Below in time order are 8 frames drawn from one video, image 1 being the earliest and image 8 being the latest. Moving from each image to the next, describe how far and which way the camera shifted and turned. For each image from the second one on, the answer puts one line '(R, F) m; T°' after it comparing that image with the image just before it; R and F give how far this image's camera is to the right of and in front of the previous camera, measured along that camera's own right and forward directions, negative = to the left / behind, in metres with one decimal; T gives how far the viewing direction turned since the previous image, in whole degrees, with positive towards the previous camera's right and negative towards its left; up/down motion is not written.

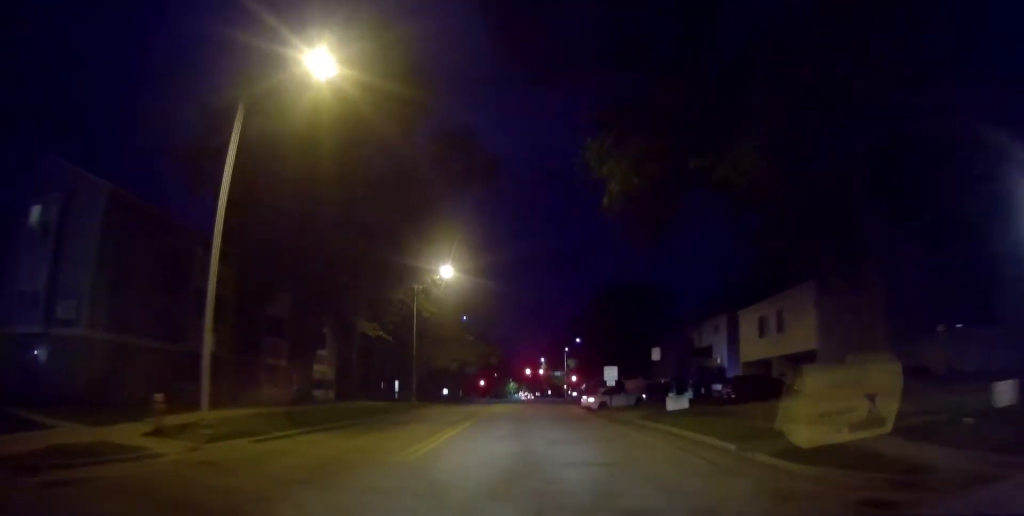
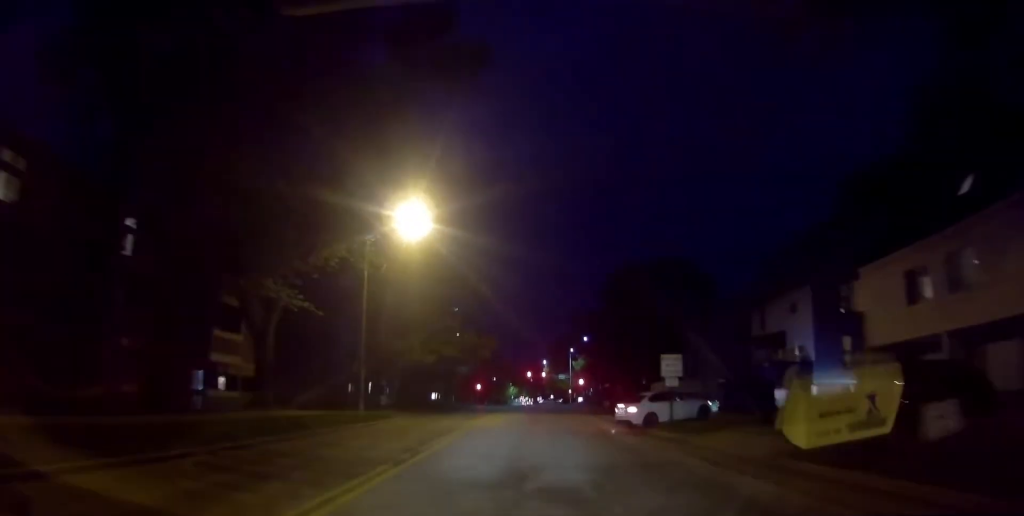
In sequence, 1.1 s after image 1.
(-0.2, +14.0) m; +1°
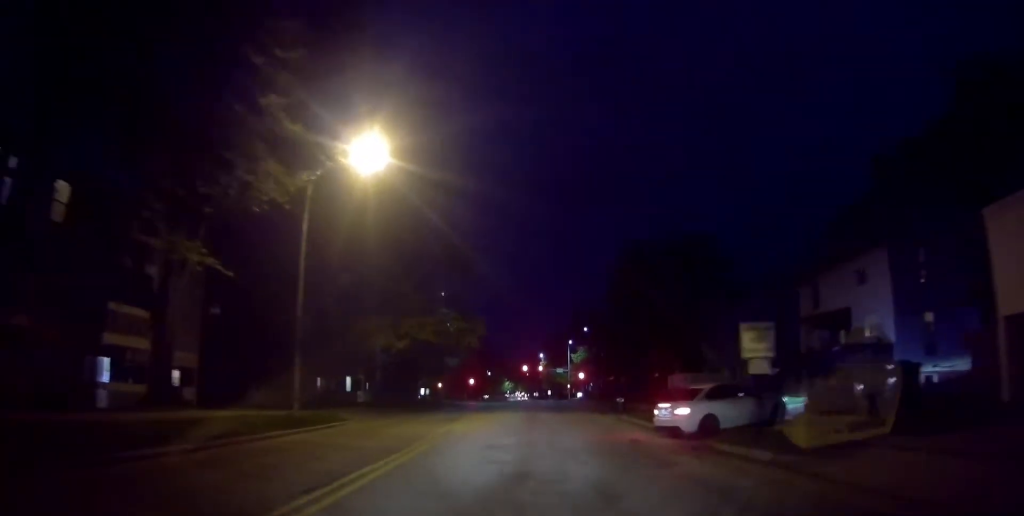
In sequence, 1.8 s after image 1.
(+0.2, +8.1) m; +1°
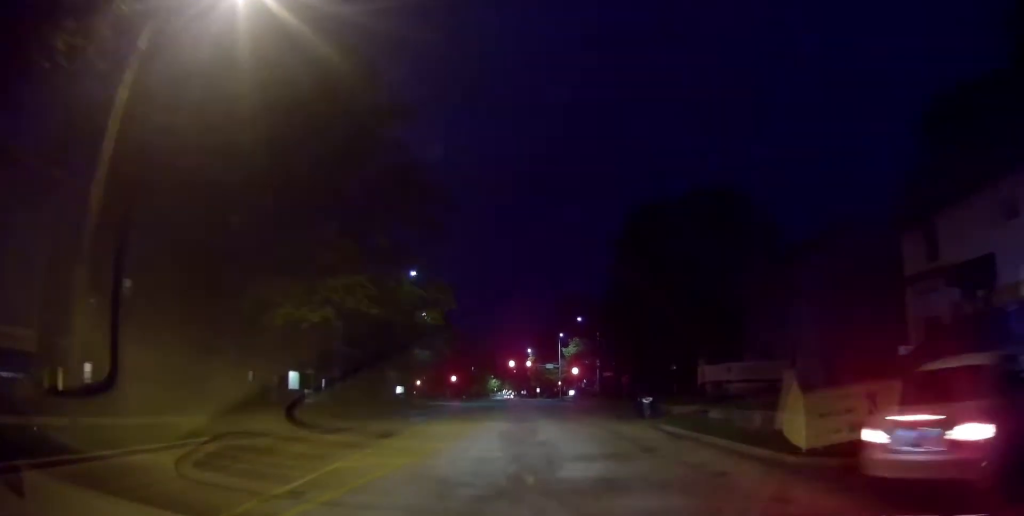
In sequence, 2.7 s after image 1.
(0.0, +11.1) m; 0°
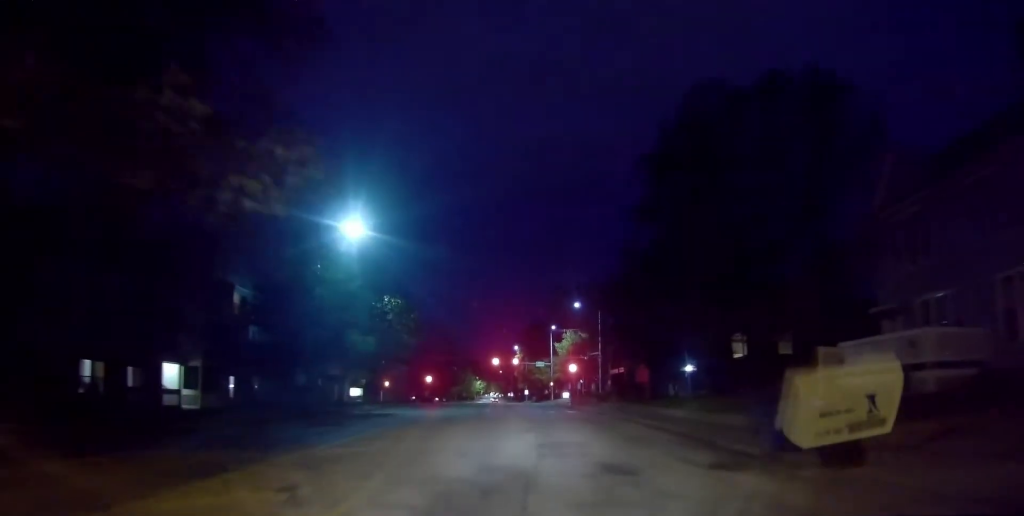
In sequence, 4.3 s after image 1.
(0.0, +17.4) m; 0°
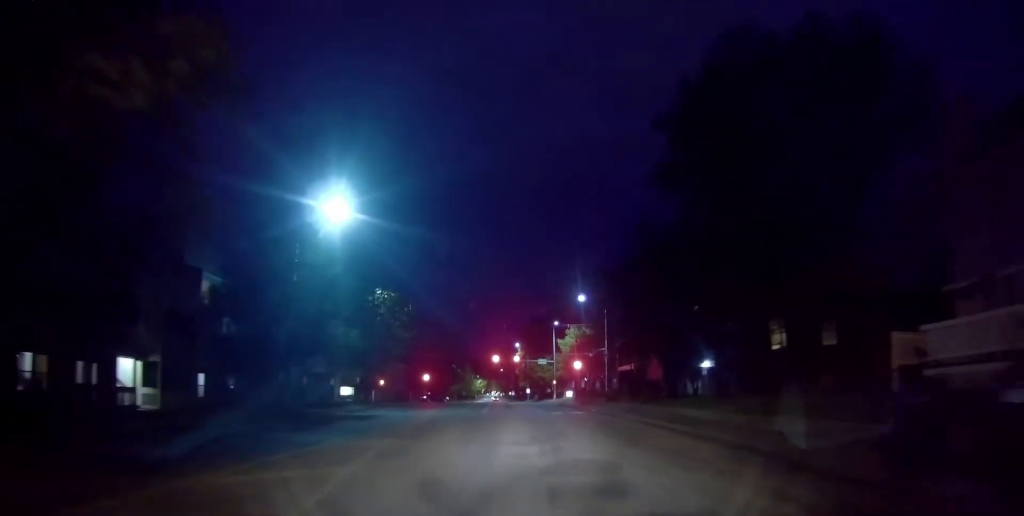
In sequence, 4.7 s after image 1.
(0.0, +4.4) m; 0°
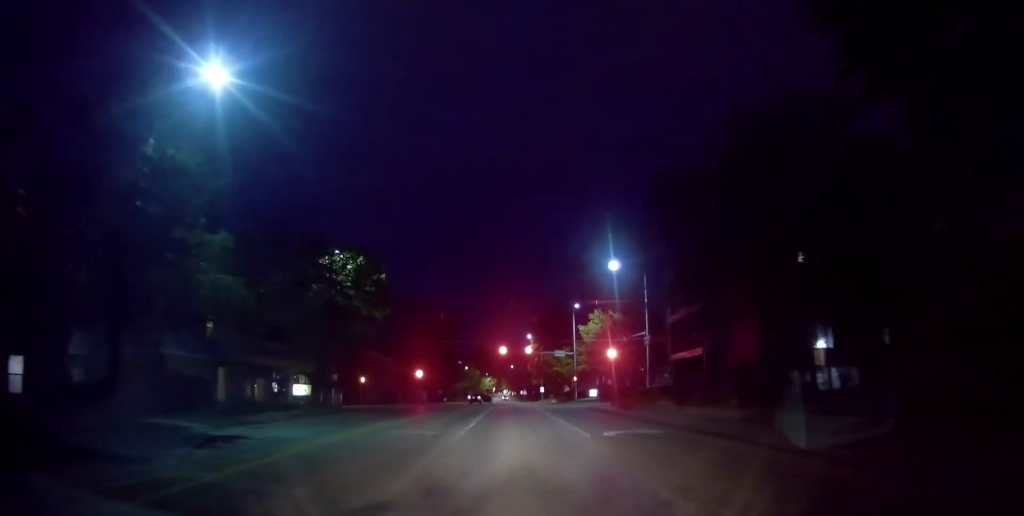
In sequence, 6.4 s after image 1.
(0.0, +18.3) m; 0°
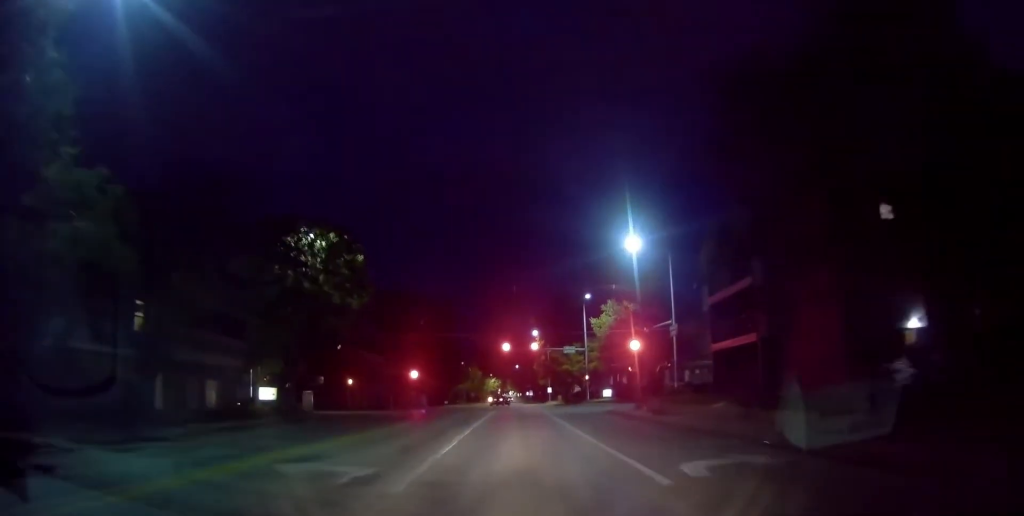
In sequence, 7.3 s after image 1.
(0.0, +8.1) m; 0°
